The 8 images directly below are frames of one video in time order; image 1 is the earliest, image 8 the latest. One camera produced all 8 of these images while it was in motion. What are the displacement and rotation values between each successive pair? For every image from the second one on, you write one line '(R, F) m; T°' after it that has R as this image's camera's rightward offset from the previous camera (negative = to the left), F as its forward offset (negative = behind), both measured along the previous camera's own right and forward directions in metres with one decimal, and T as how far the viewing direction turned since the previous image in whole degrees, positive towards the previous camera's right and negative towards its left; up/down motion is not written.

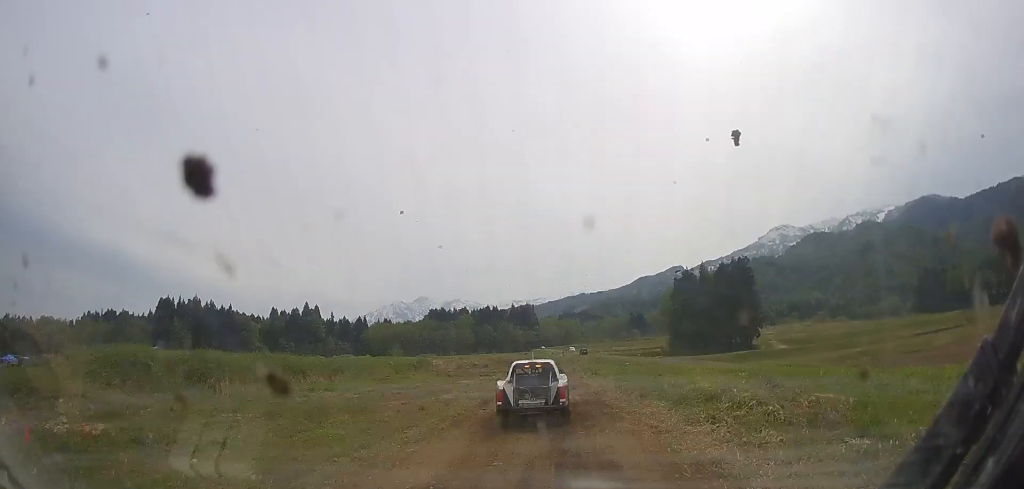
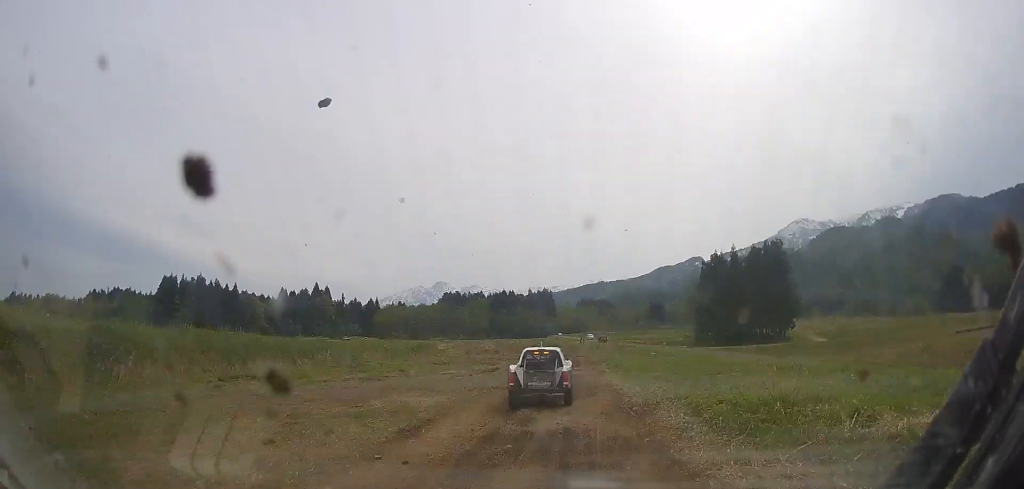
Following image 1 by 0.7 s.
(0.0, +10.2) m; 0°
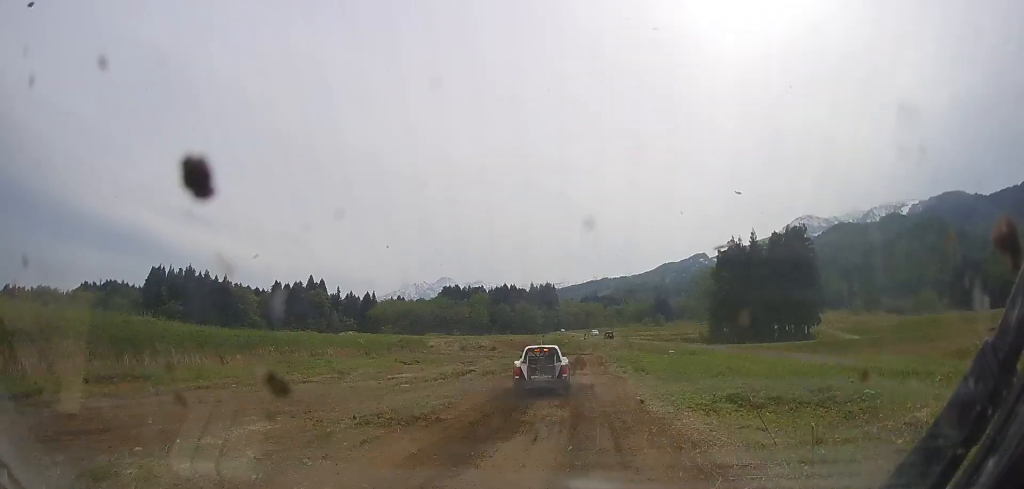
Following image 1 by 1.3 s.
(0.0, +10.4) m; 0°
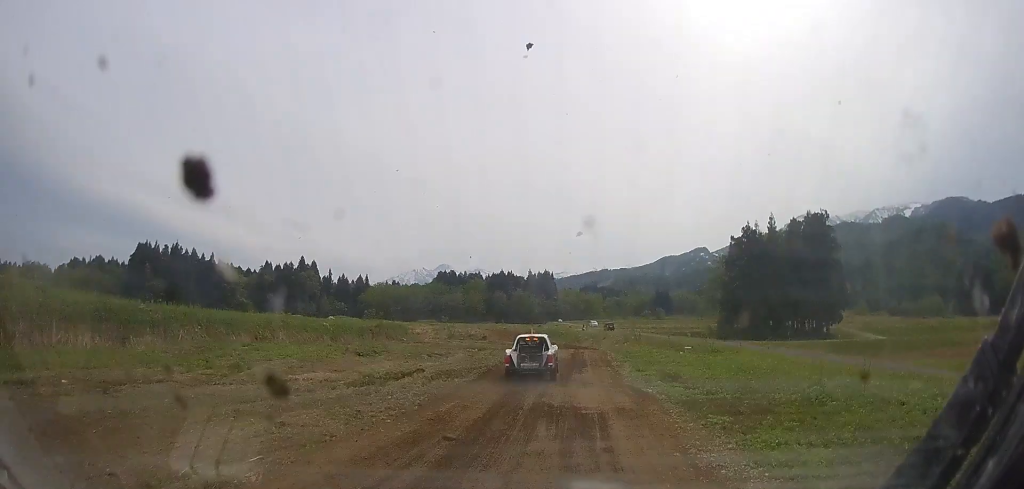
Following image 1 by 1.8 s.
(0.0, +7.8) m; 0°
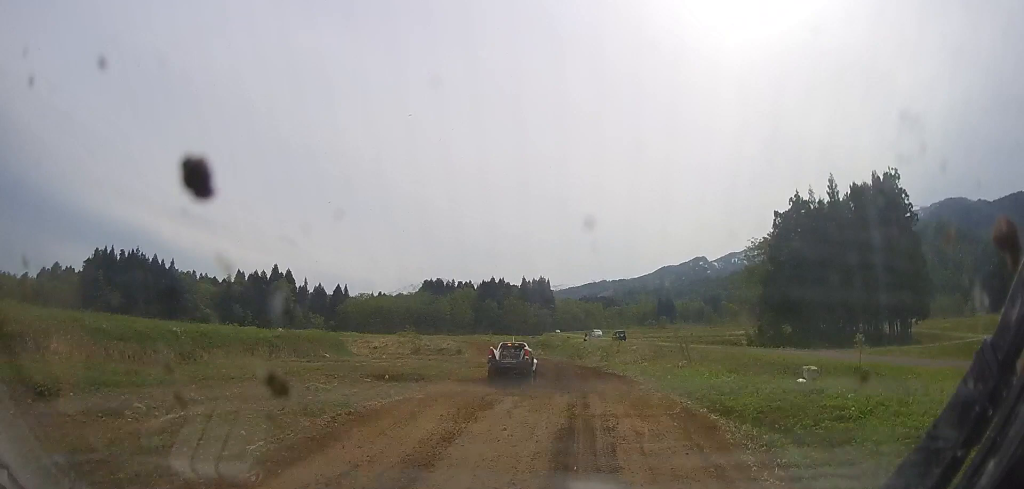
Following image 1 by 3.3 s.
(-0.3, +23.2) m; -4°
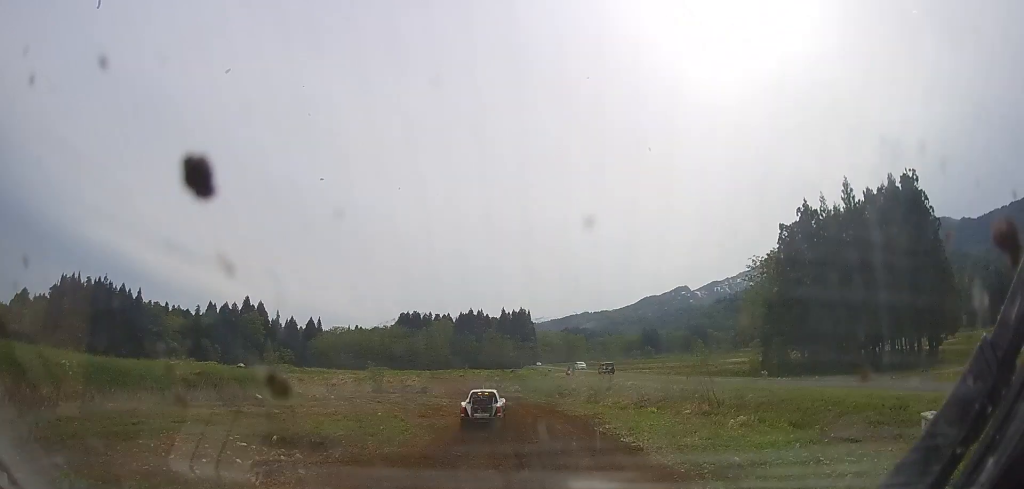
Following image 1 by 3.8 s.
(-0.2, +8.3) m; -5°
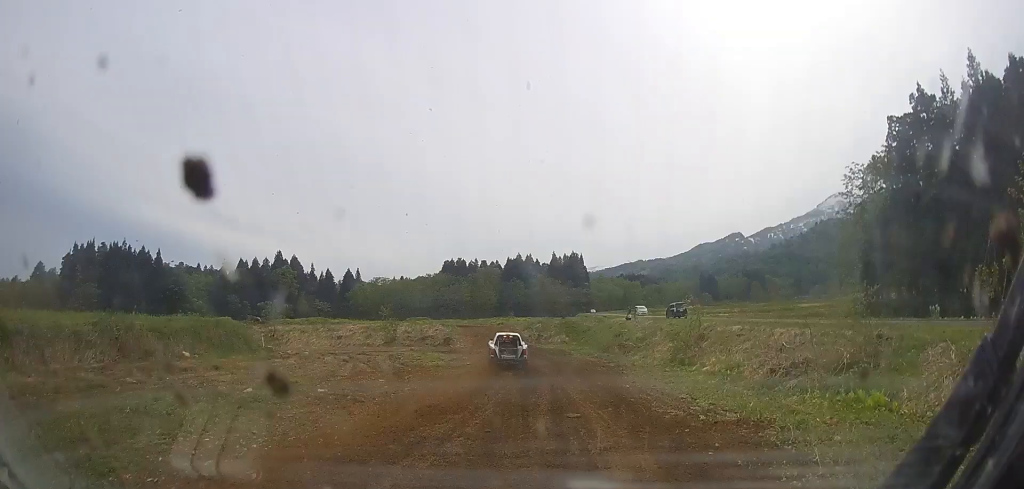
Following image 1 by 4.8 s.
(-1.7, +17.3) m; -8°
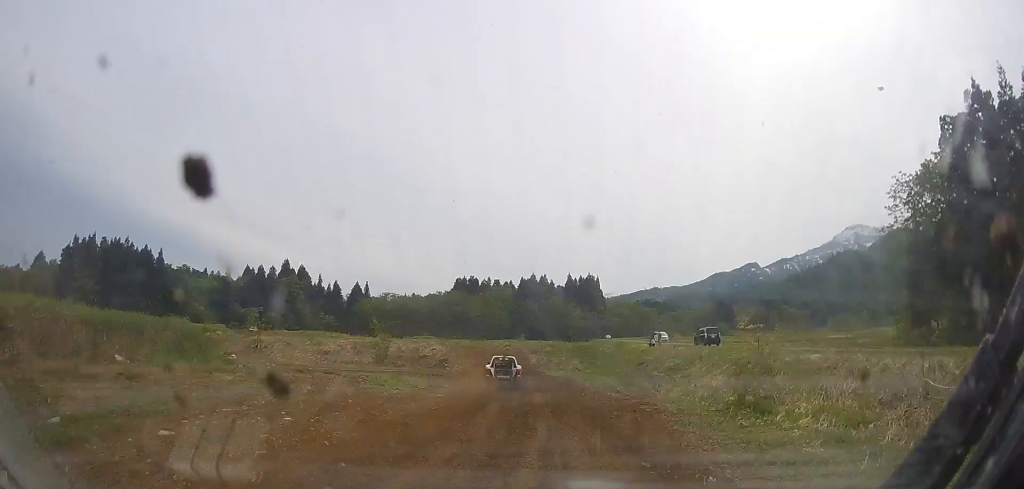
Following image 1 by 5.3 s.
(-0.3, +7.8) m; -2°
